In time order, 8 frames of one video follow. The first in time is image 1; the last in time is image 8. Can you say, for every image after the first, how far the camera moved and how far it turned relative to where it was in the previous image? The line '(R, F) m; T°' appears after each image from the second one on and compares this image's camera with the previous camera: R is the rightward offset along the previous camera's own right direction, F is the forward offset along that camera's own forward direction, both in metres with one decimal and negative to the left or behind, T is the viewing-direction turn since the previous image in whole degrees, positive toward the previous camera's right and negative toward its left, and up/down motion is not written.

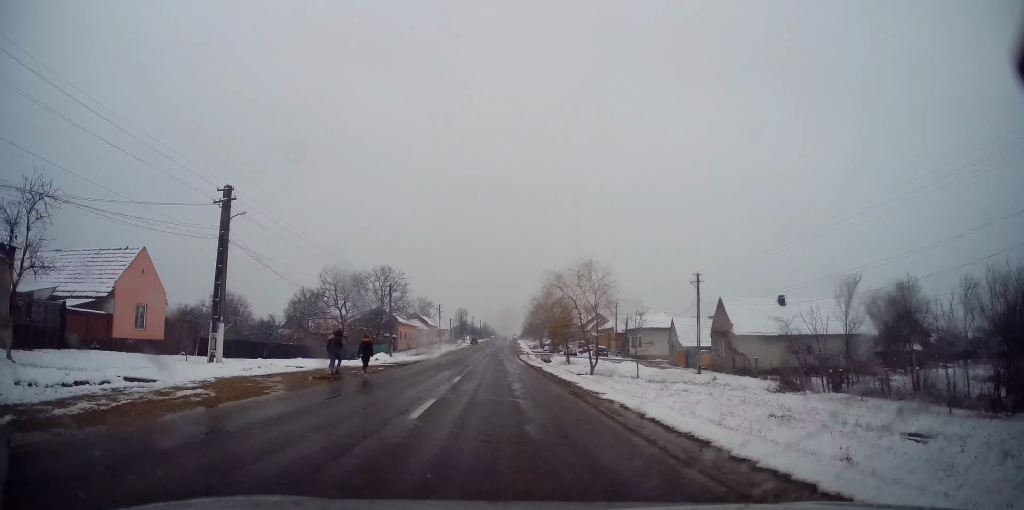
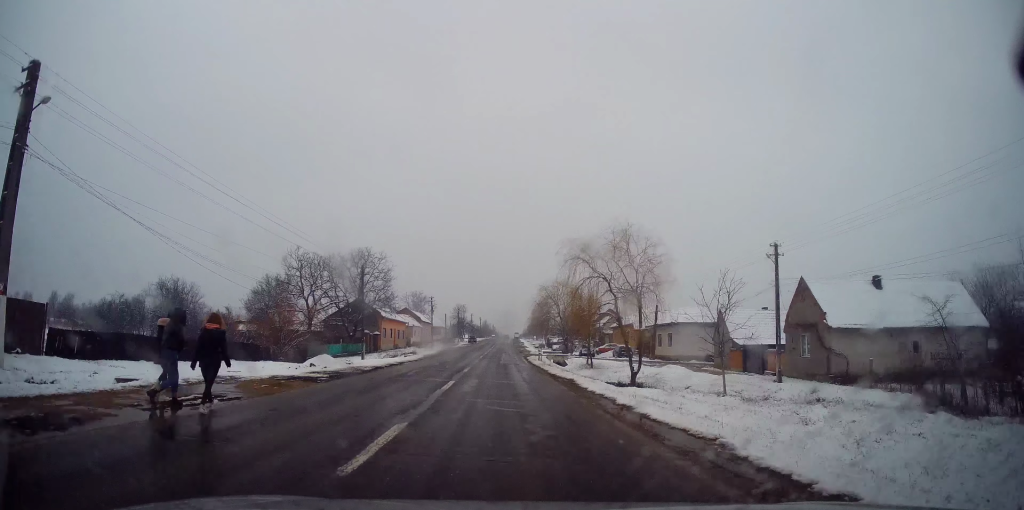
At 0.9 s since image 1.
(0.0, +12.6) m; 0°
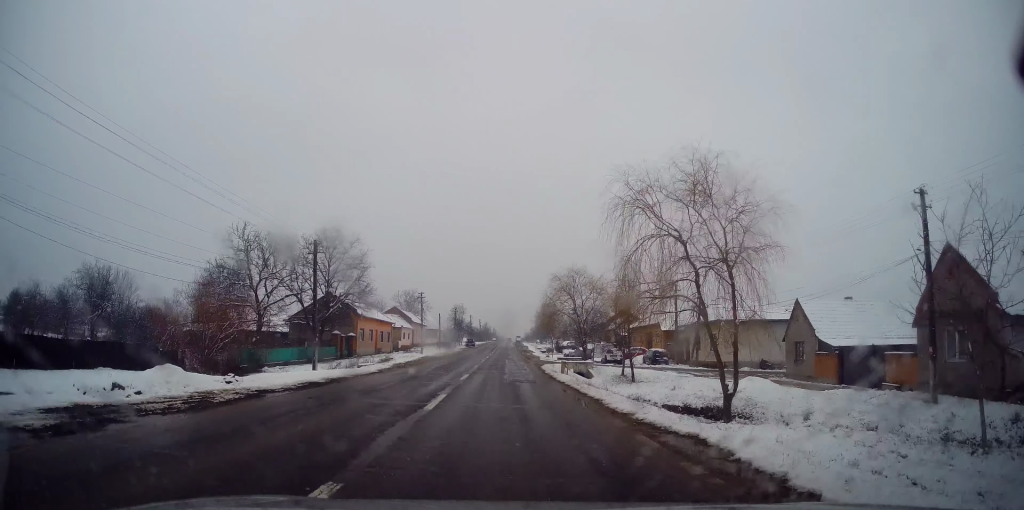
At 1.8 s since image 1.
(0.0, +12.8) m; -1°
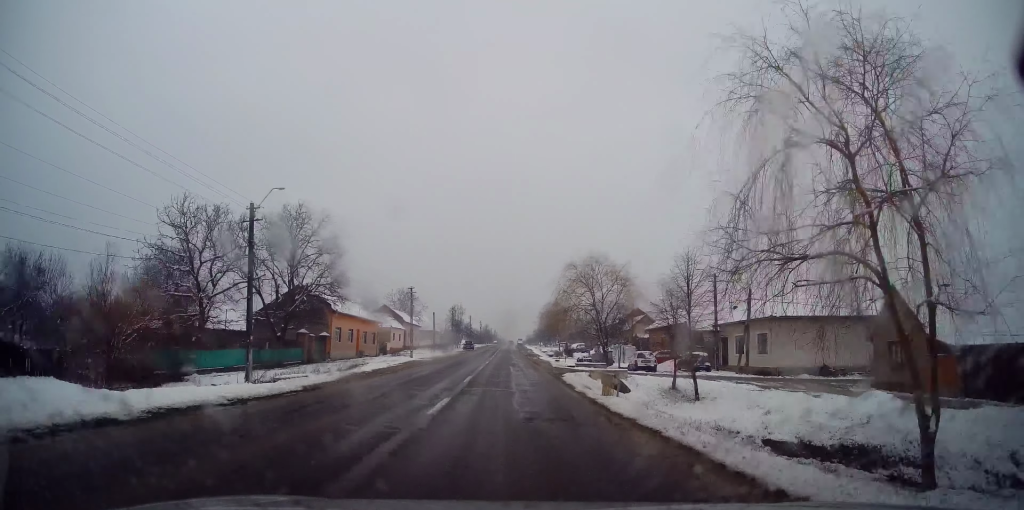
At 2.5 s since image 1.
(-0.1, +9.7) m; 0°
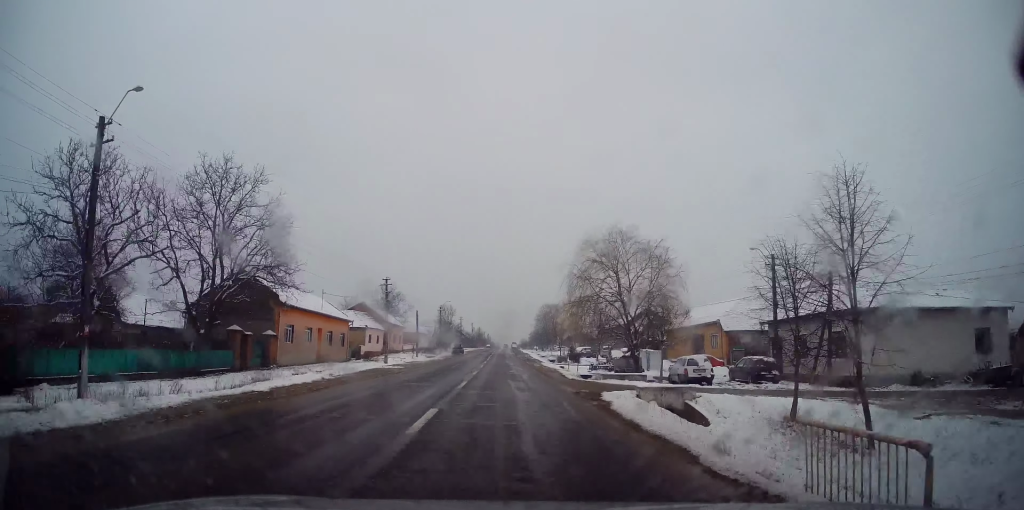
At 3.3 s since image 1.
(-0.1, +10.9) m; 0°
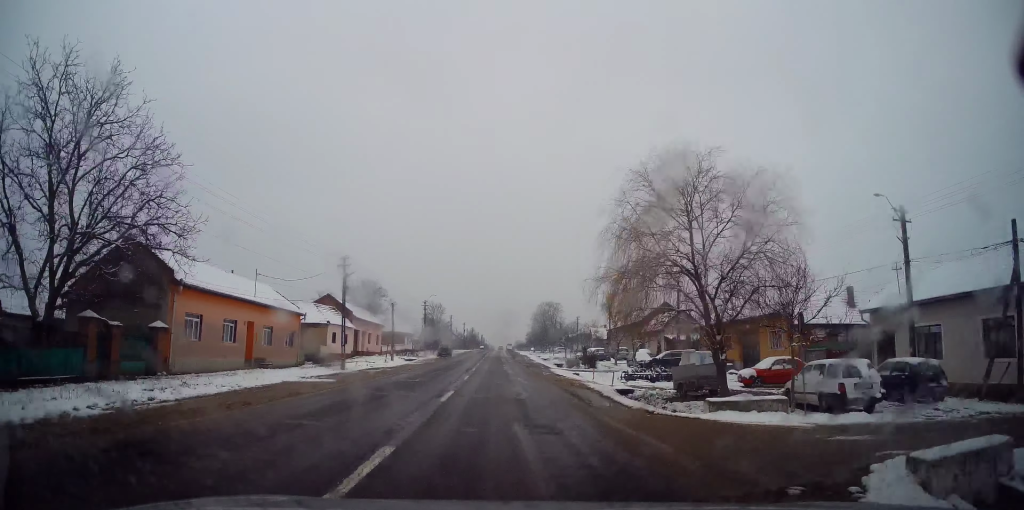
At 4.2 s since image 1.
(+0.3, +12.8) m; 0°
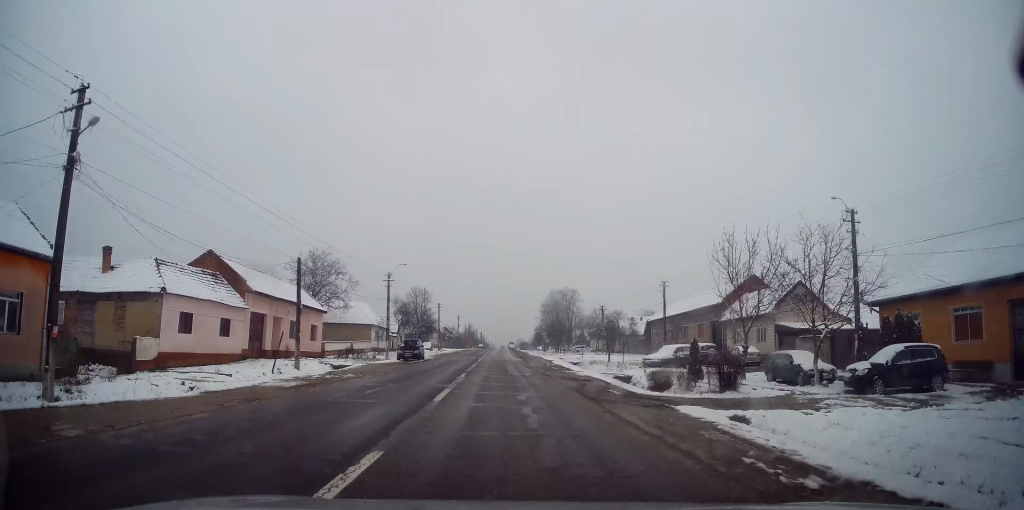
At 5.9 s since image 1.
(+0.2, +27.3) m; 0°
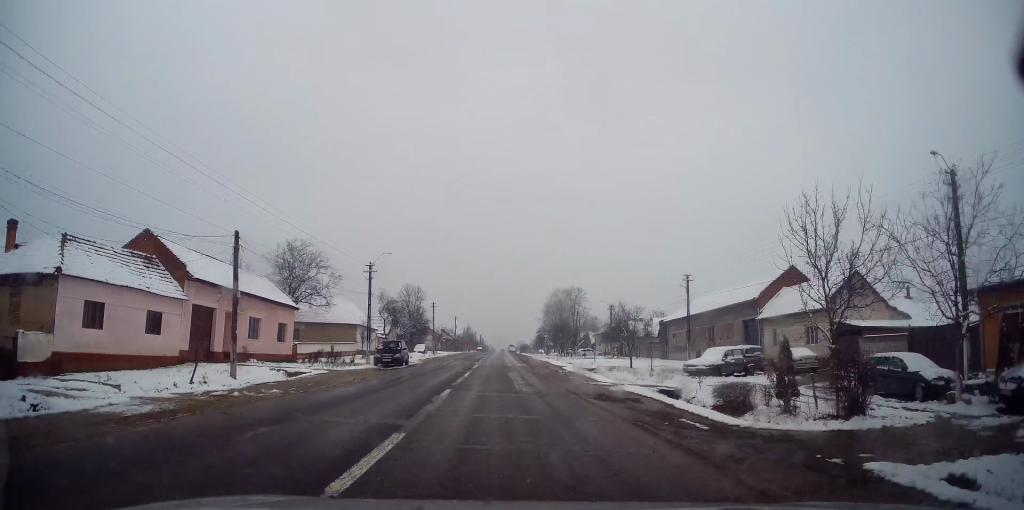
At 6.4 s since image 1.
(0.0, +7.6) m; 0°
